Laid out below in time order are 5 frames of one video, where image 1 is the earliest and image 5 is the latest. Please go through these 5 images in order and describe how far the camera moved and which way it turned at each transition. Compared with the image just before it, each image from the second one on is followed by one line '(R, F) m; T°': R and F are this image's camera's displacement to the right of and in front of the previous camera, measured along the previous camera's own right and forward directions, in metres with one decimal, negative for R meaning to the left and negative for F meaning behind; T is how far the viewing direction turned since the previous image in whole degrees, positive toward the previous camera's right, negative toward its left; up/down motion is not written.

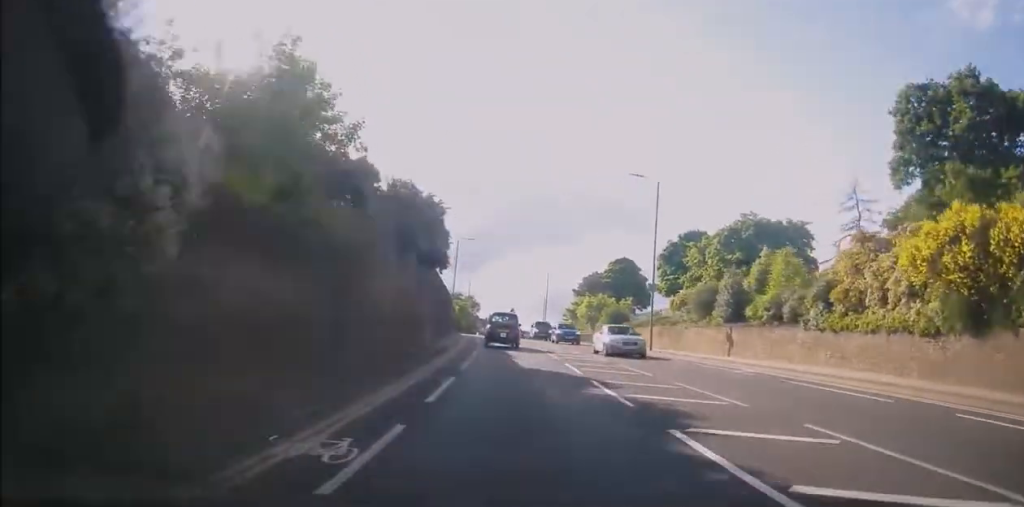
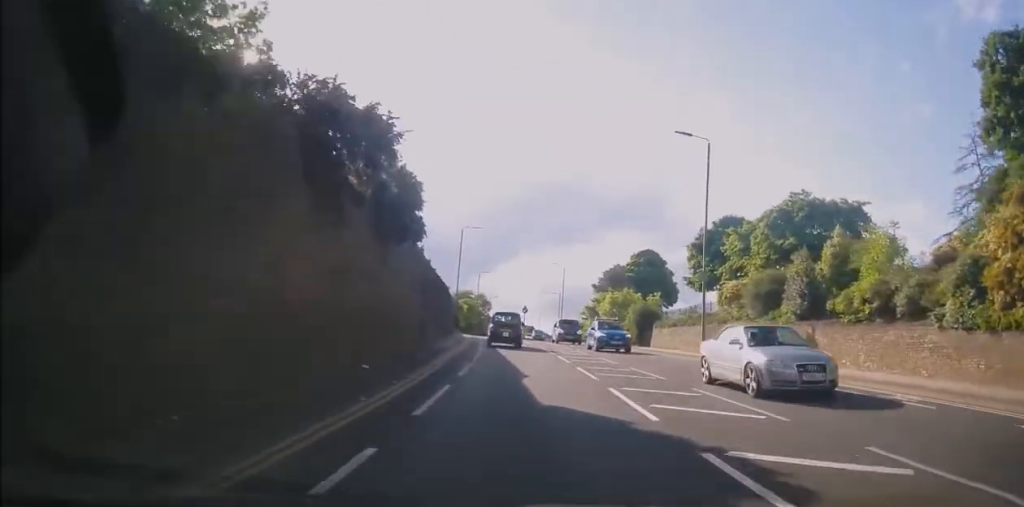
(-0.2, +8.1) m; -2°
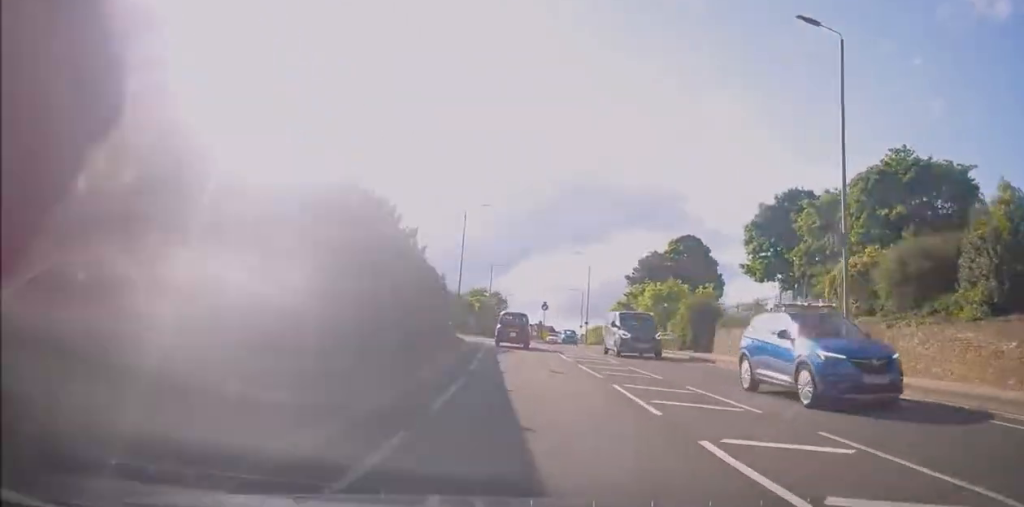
(-0.1, +11.5) m; -2°
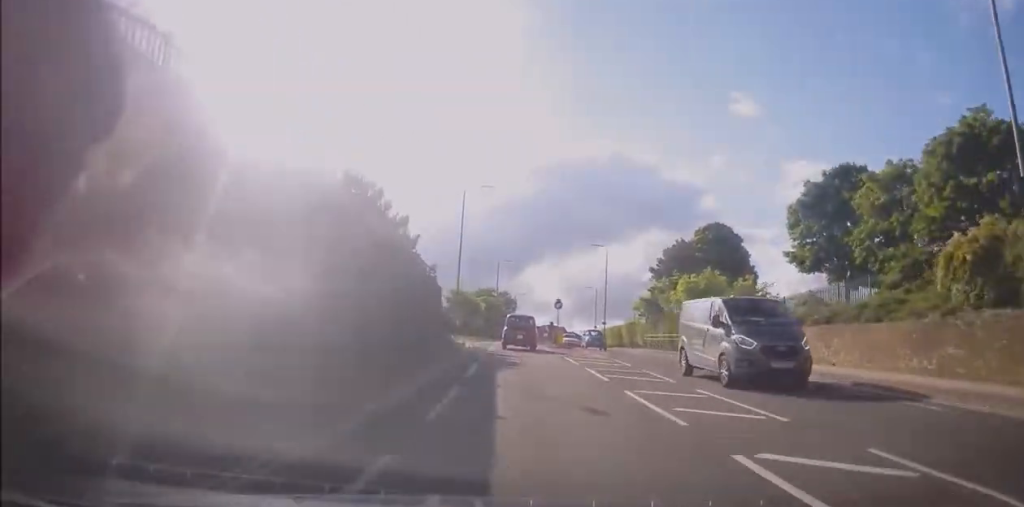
(-0.1, +6.9) m; 0°
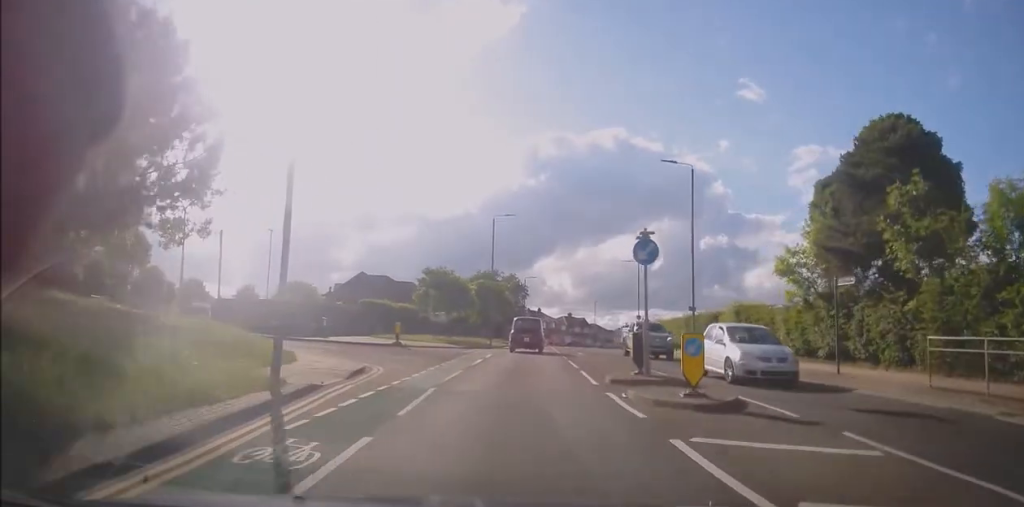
(-0.6, +29.1) m; -2°
